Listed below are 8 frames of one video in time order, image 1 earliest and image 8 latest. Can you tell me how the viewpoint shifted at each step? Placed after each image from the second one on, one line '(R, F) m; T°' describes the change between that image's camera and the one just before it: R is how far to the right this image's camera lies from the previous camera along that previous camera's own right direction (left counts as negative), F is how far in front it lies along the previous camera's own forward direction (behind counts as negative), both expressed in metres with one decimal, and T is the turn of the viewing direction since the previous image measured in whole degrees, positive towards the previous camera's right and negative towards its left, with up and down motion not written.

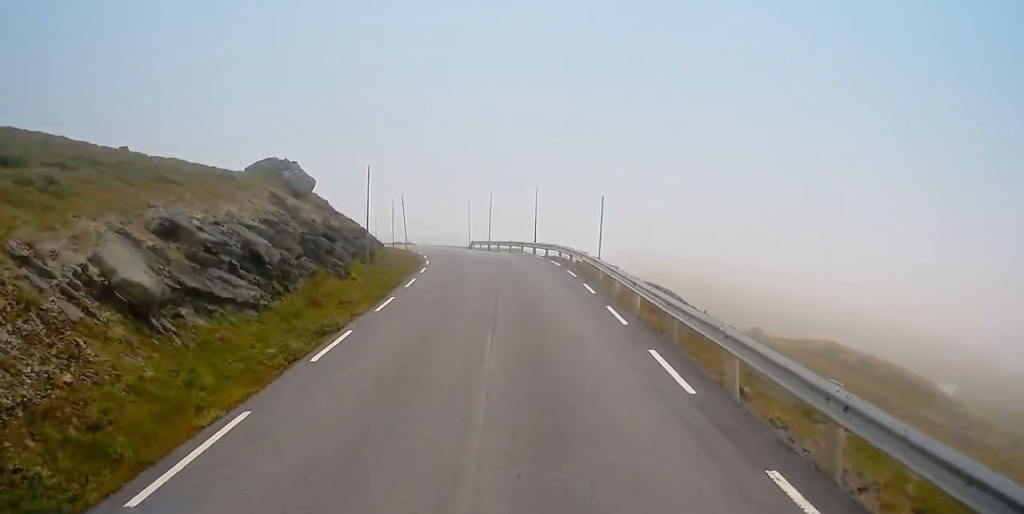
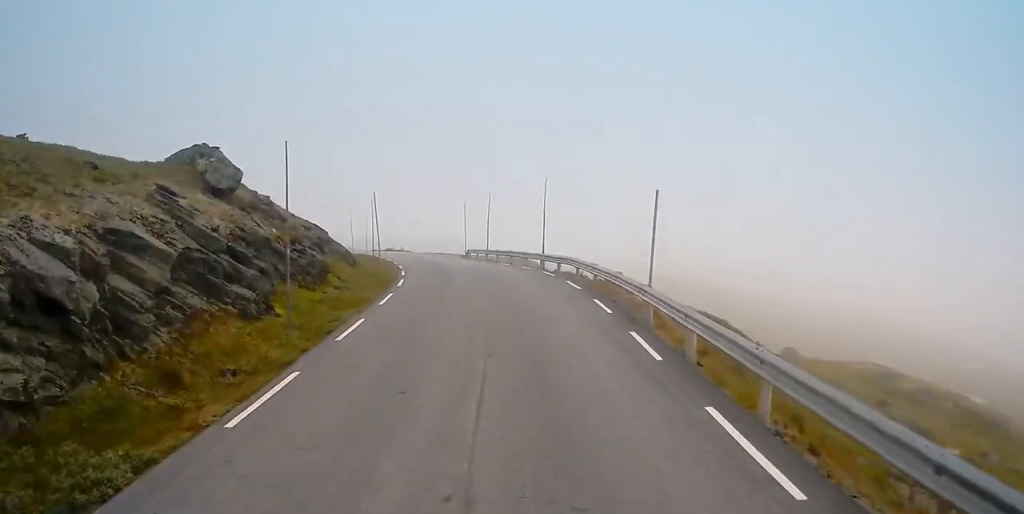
(-0.5, +9.4) m; -1°
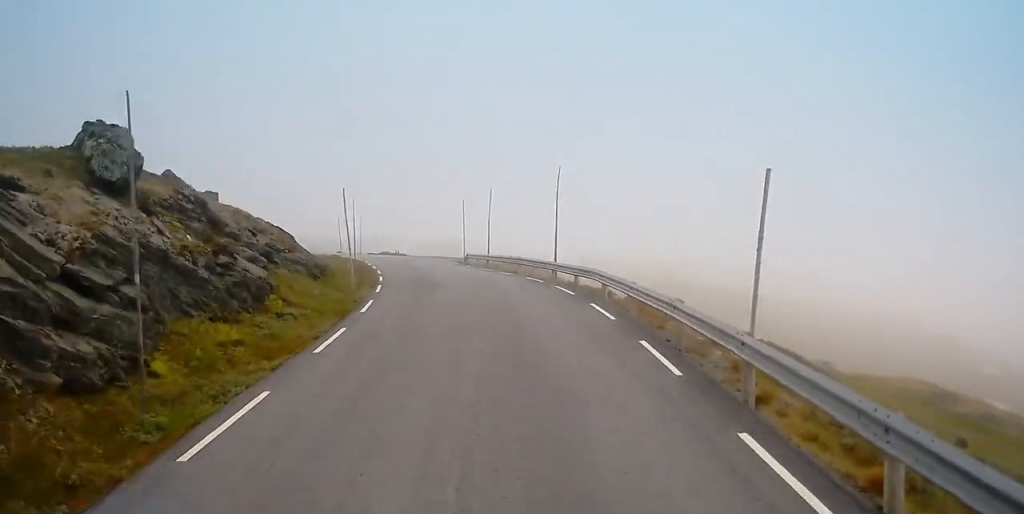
(+0.2, +7.1) m; +1°
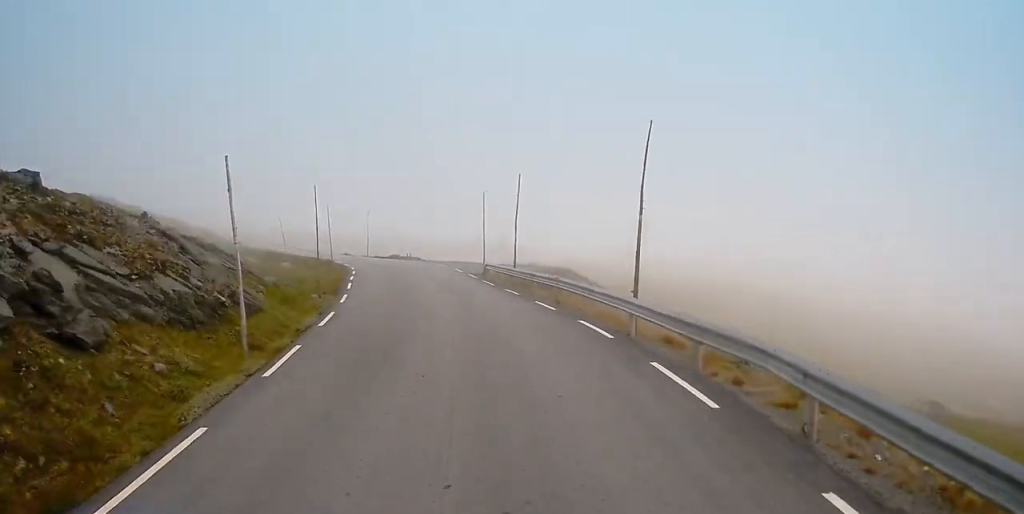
(+0.3, +13.8) m; -4°
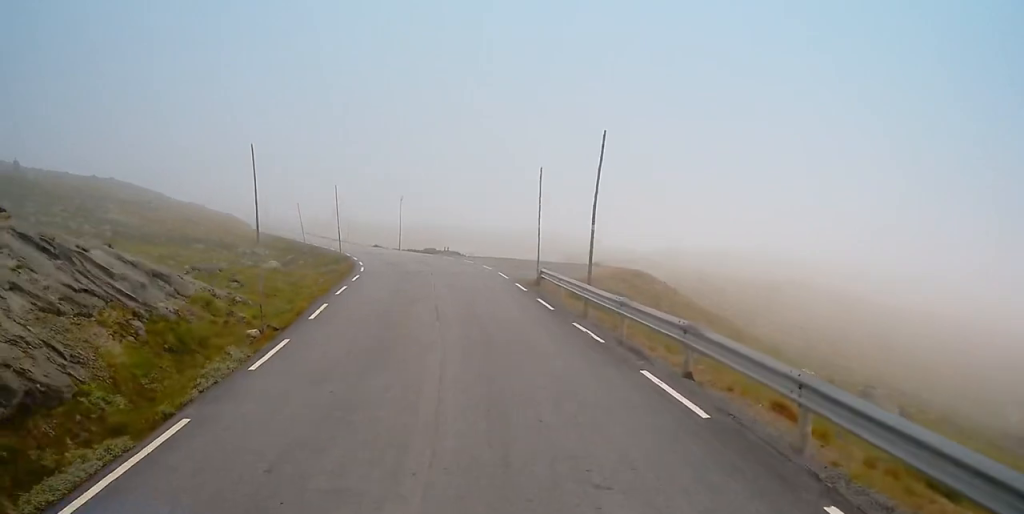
(-1.1, +12.1) m; -3°
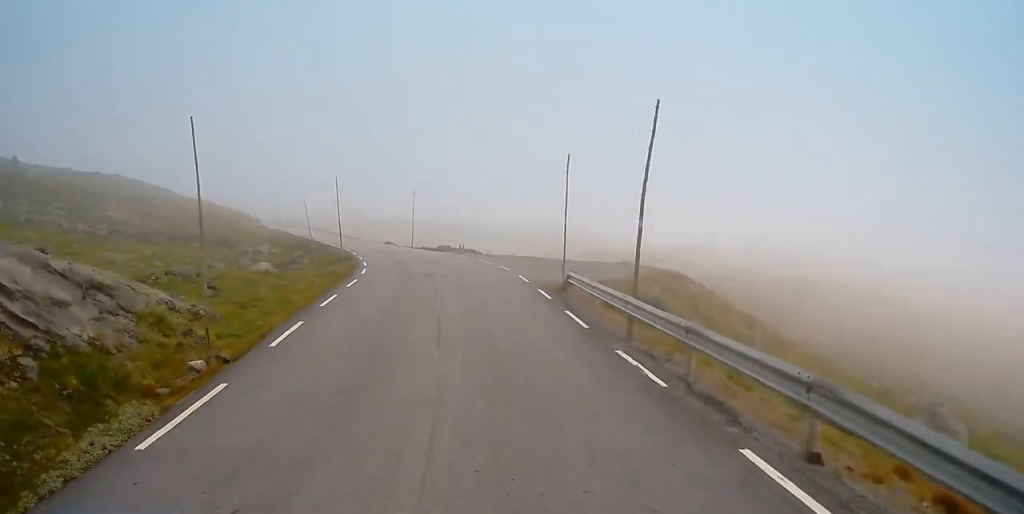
(+0.2, +4.4) m; 0°
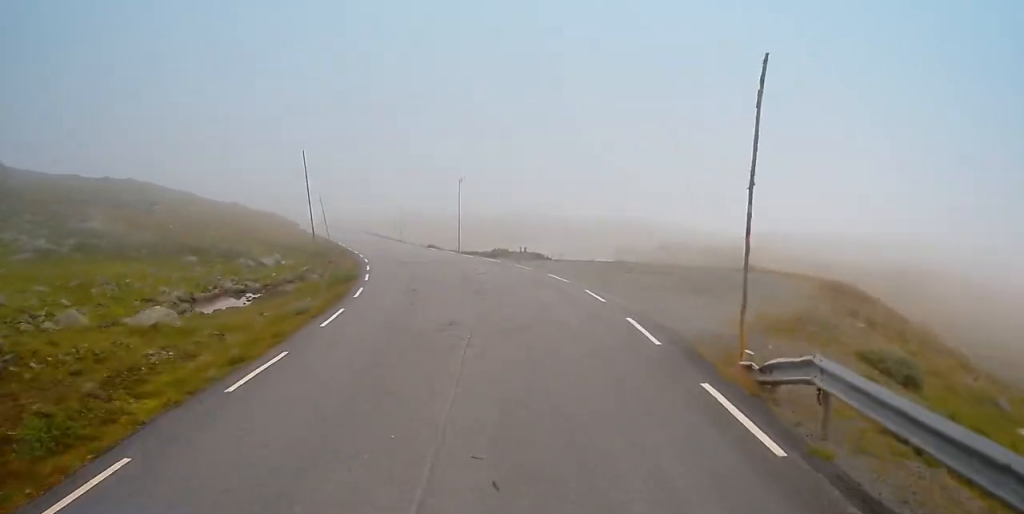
(-0.2, +15.6) m; -5°
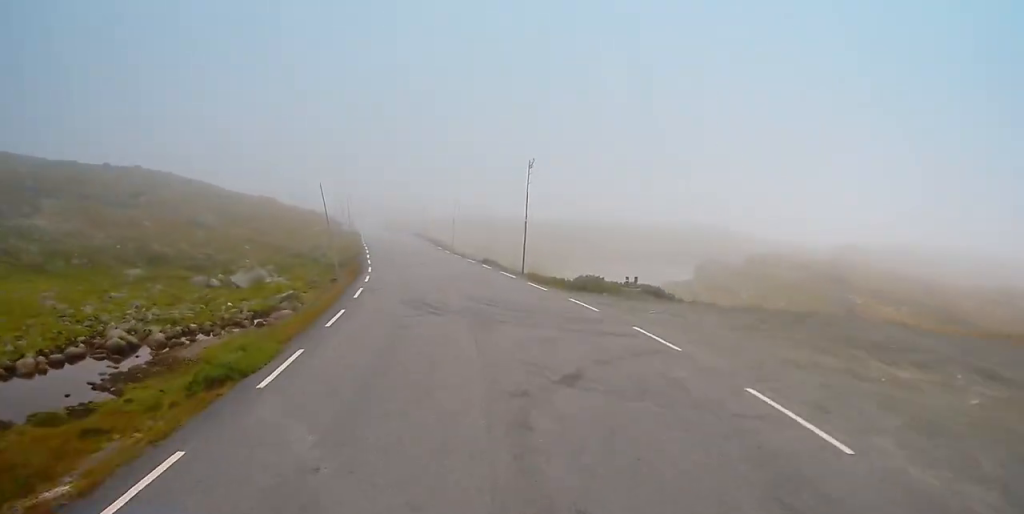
(-1.0, +17.8) m; -5°
